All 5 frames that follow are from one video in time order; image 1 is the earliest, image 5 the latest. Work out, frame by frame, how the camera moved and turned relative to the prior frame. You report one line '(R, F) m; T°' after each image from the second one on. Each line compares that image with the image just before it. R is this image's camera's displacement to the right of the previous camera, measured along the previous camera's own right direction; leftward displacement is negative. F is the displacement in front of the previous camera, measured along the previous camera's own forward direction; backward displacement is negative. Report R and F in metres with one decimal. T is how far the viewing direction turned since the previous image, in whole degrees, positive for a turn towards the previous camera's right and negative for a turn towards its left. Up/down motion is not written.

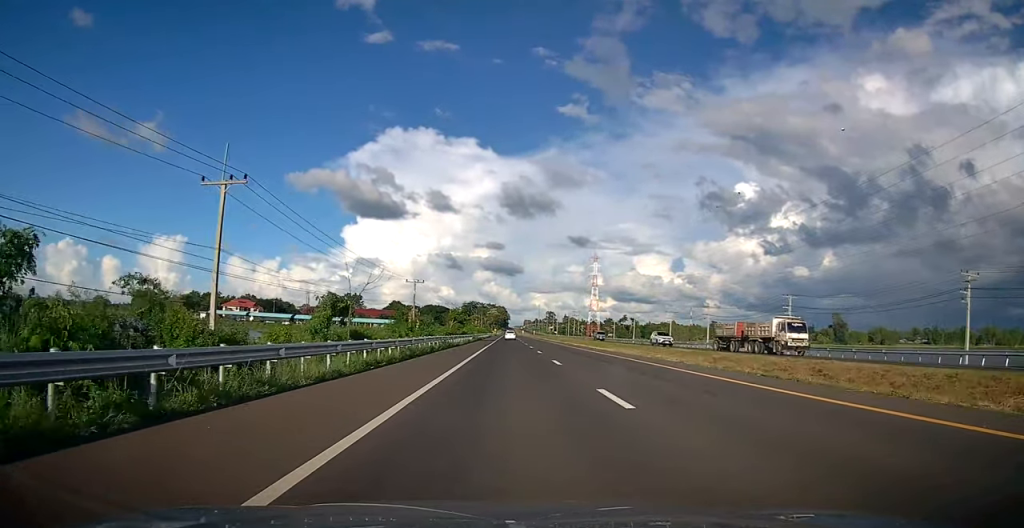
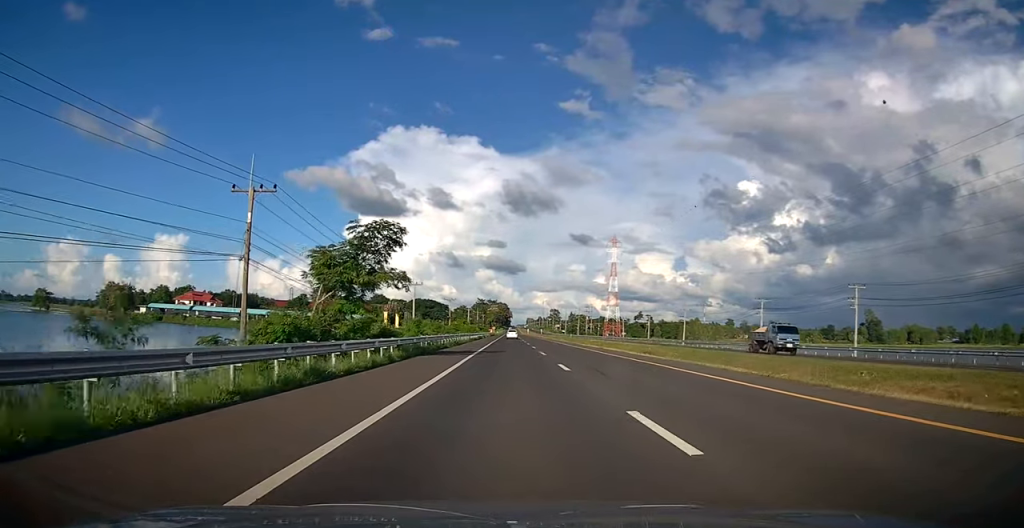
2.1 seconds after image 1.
(+0.7, +51.6) m; +1°
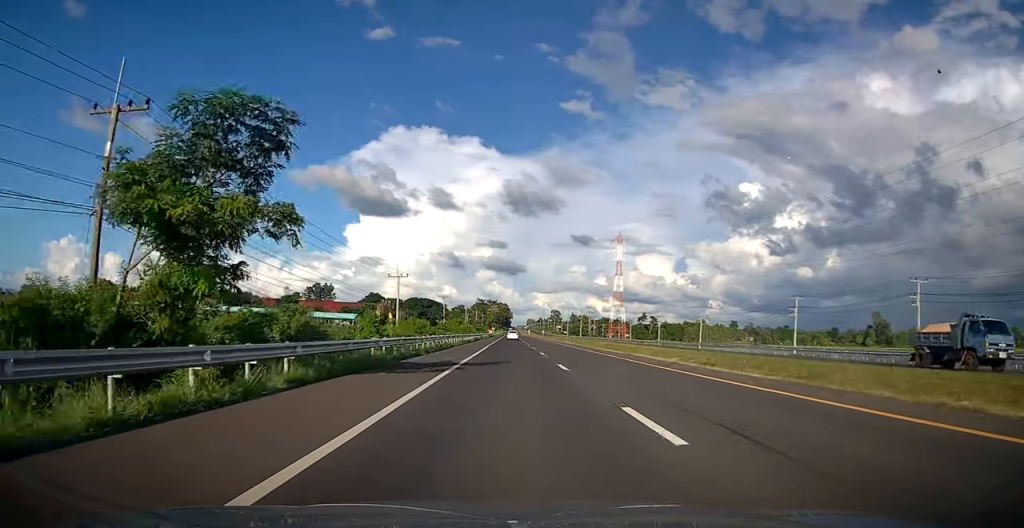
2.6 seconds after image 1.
(-0.2, +11.5) m; -1°
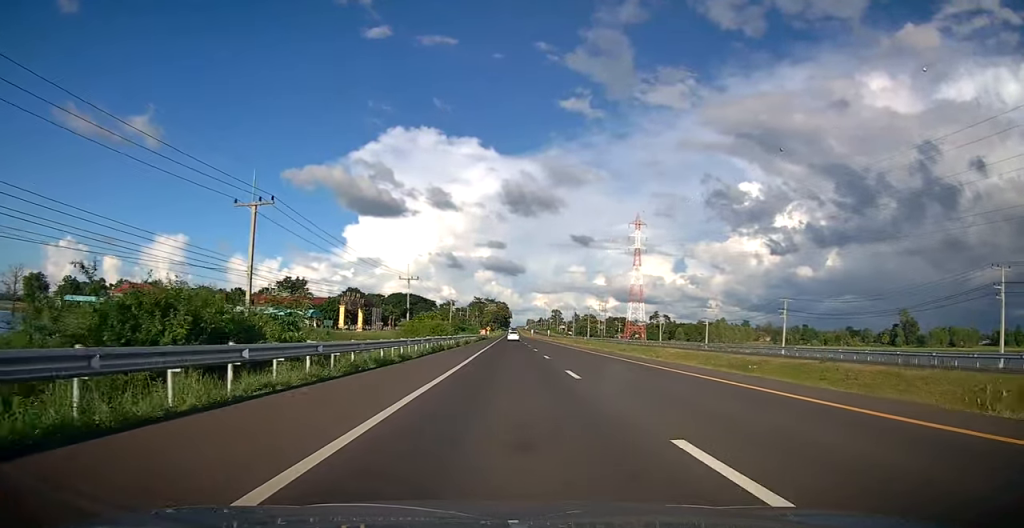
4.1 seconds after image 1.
(-0.4, +38.6) m; -1°
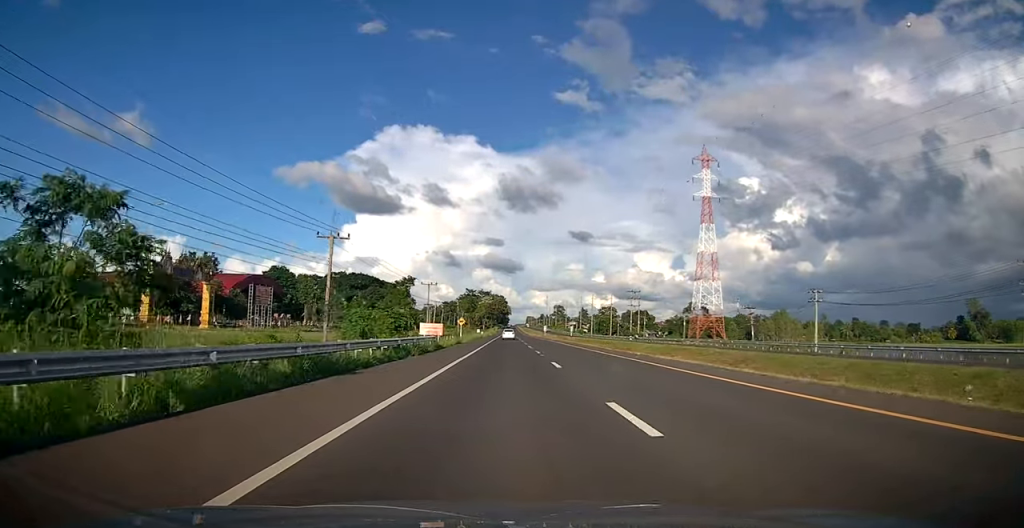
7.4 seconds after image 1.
(+1.3, +81.5) m; +1°
